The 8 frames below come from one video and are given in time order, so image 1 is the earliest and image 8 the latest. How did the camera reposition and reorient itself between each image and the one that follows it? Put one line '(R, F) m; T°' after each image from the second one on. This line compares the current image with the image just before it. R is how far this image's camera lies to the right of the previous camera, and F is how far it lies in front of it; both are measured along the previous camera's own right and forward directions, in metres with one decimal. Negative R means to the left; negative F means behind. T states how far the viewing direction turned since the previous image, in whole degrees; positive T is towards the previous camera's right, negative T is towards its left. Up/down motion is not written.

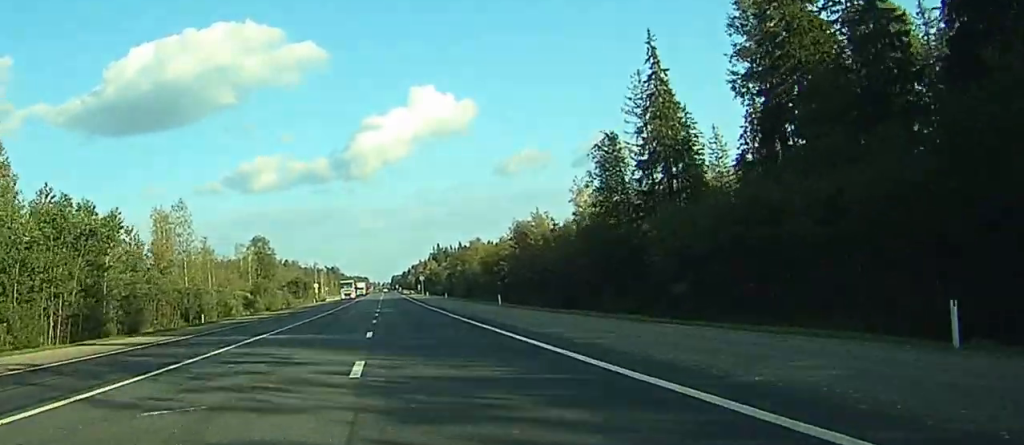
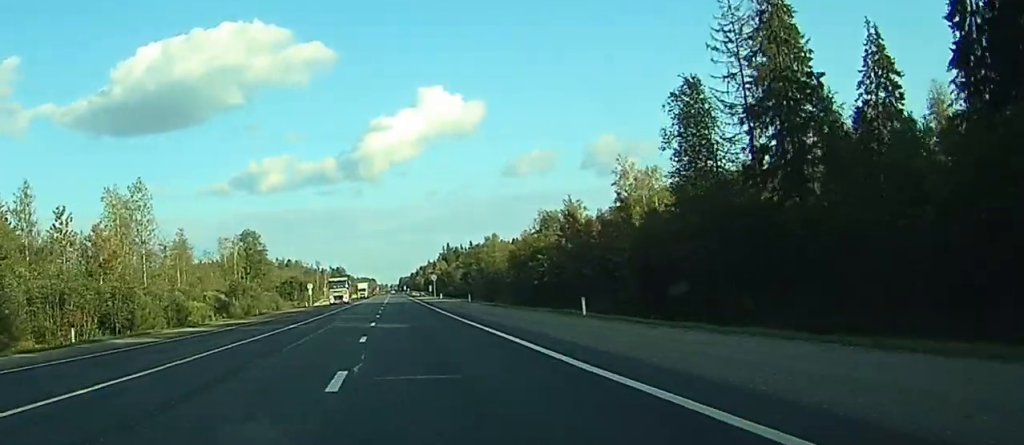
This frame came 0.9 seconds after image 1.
(+0.2, +26.7) m; 0°
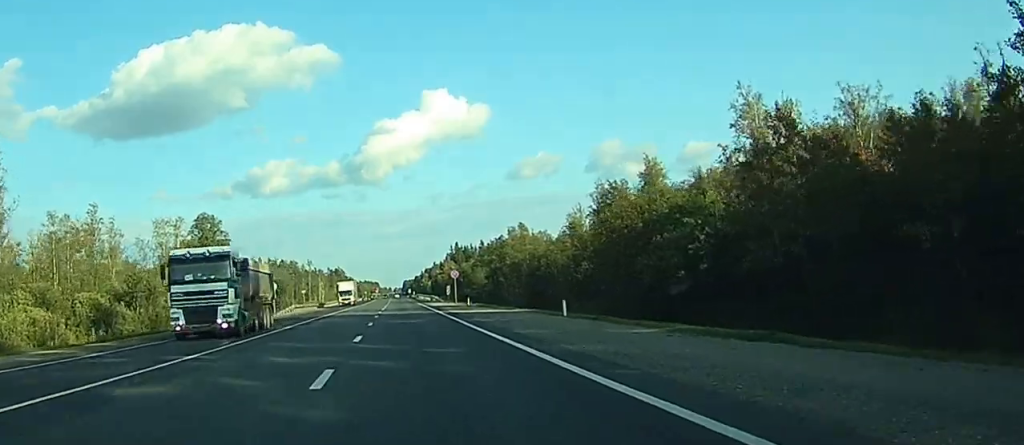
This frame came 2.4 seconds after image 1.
(+0.6, +47.4) m; +1°
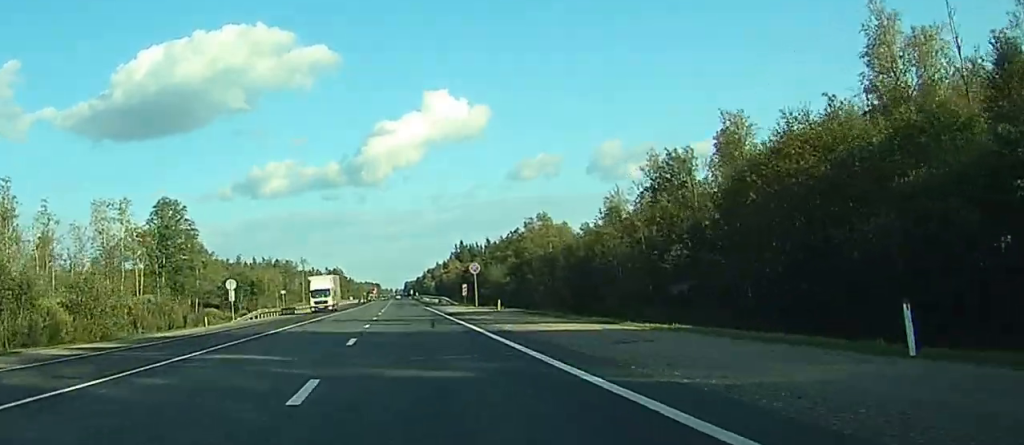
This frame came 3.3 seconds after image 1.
(+0.5, +25.9) m; -2°
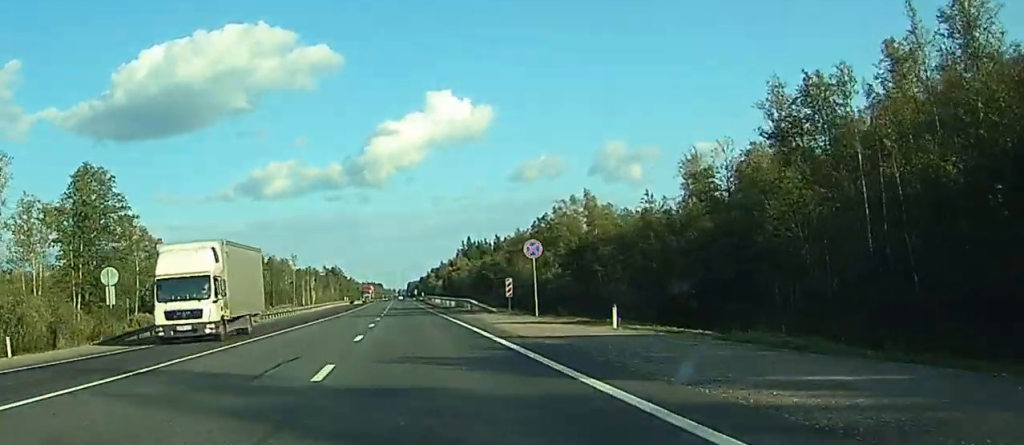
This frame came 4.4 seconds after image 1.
(-1.5, +33.0) m; -2°
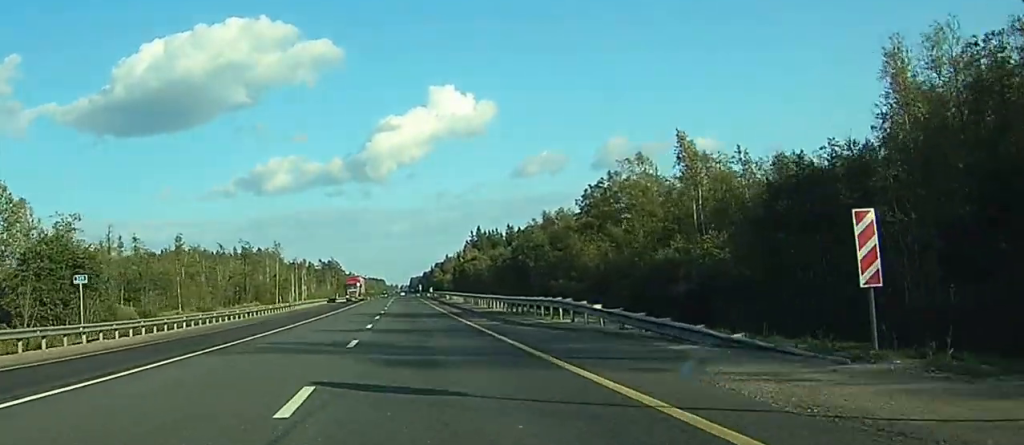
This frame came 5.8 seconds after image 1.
(+0.7, +40.5) m; +1°
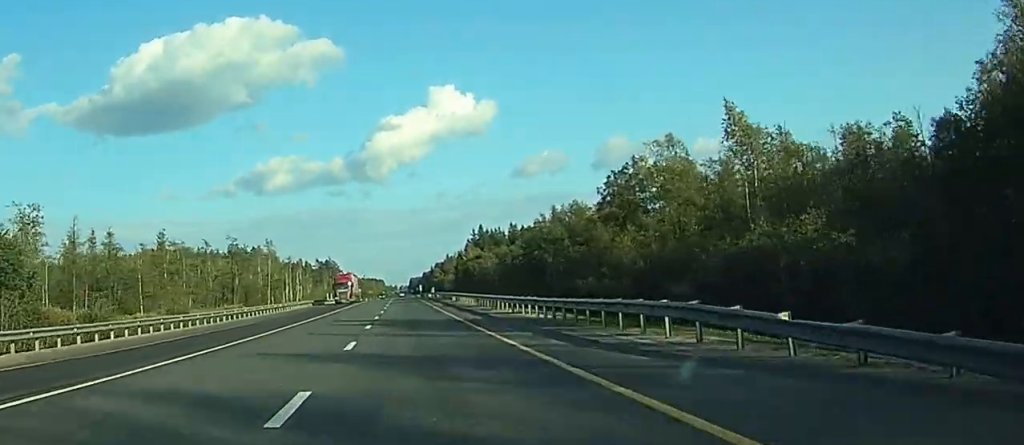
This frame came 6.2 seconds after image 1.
(-0.1, +12.8) m; 0°
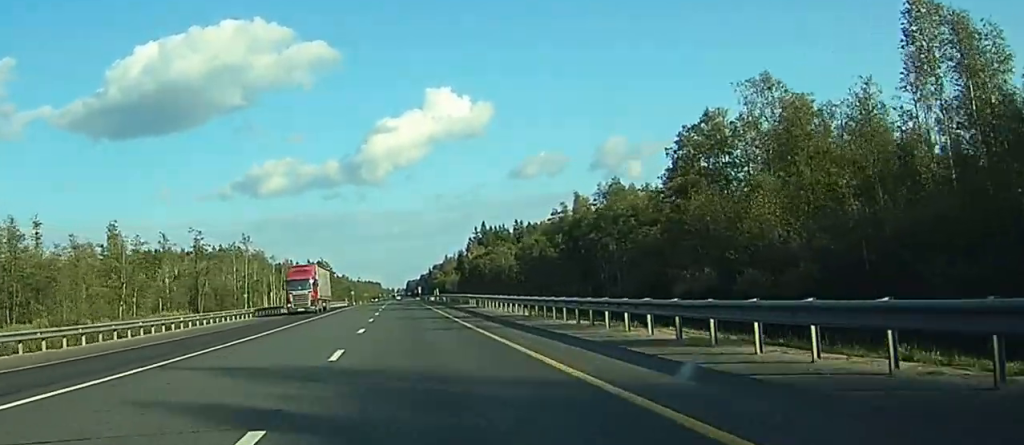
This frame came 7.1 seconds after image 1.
(+0.3, +27.3) m; 0°
